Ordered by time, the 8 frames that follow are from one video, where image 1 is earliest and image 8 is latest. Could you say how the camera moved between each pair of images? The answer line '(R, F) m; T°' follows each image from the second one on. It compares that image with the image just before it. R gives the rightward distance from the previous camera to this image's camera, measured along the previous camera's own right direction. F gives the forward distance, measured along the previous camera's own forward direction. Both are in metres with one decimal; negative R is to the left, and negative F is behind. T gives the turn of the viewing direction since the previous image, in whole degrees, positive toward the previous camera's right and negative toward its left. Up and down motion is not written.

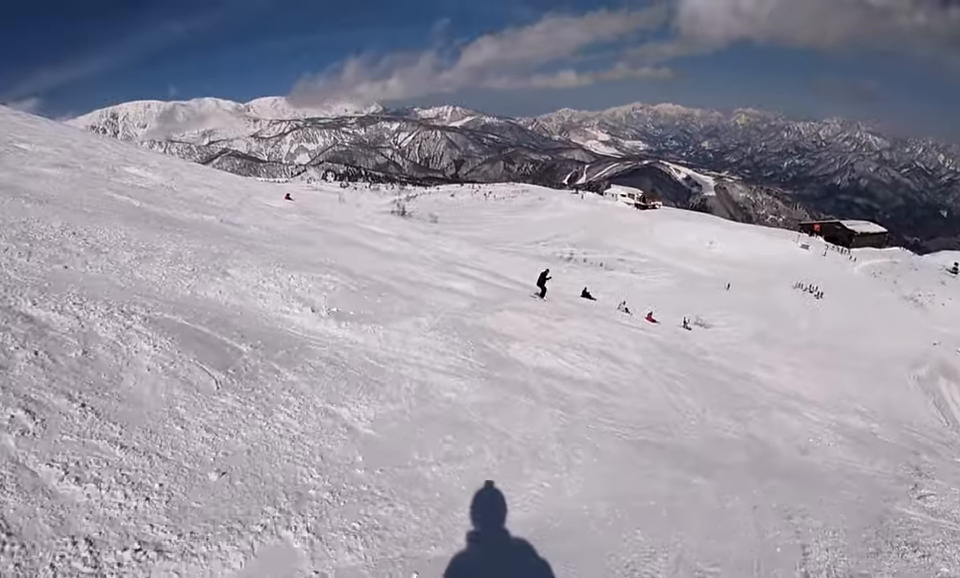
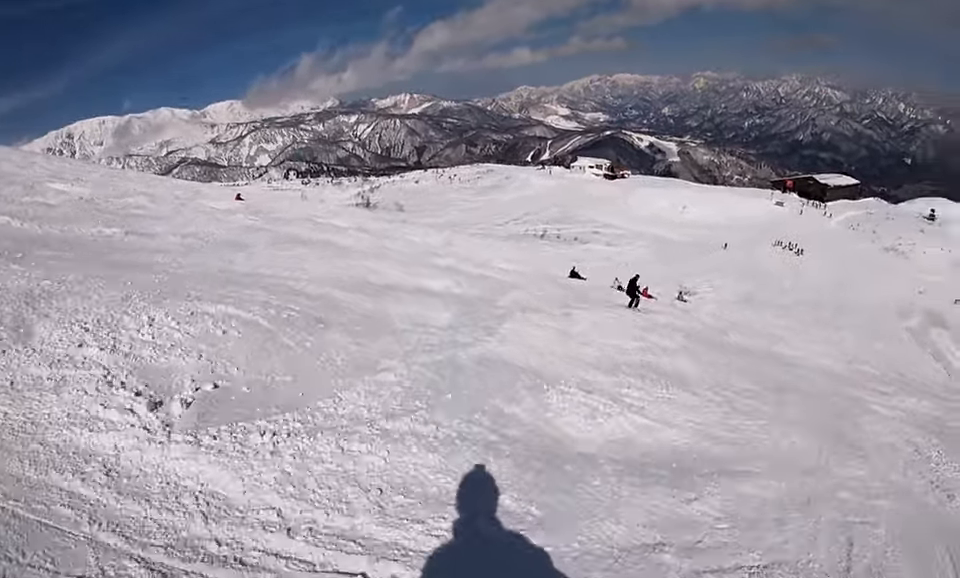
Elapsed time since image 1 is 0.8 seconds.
(+0.5, +3.0) m; +22°
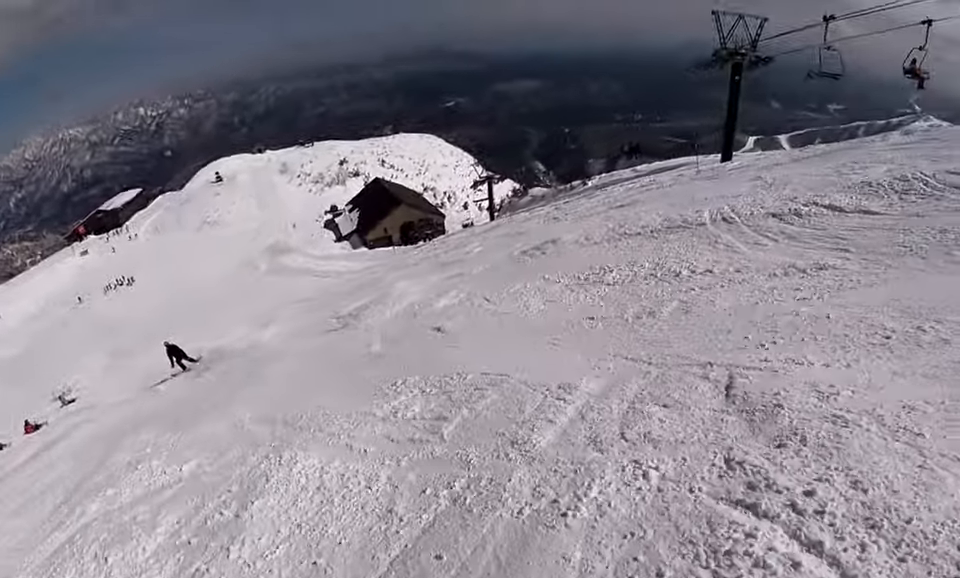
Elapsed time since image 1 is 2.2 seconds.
(+2.2, +5.2) m; +48°
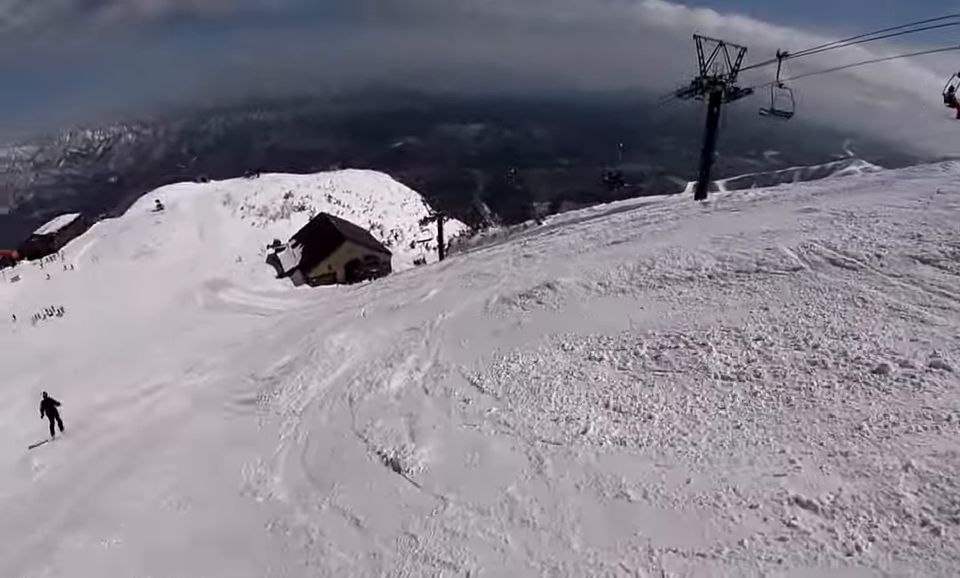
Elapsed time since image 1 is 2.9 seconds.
(+0.8, +3.3) m; -5°
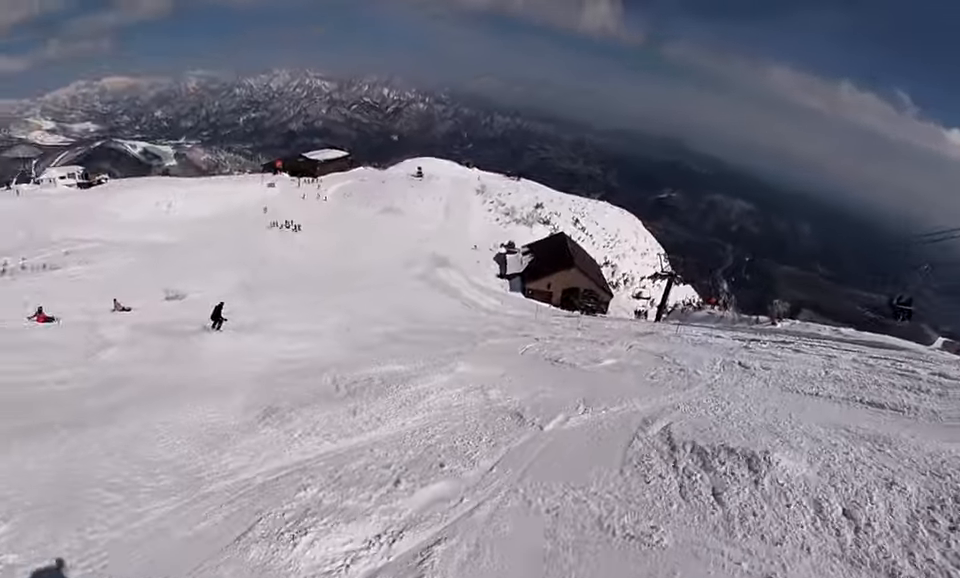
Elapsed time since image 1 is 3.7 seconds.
(-0.4, +3.1) m; -22°
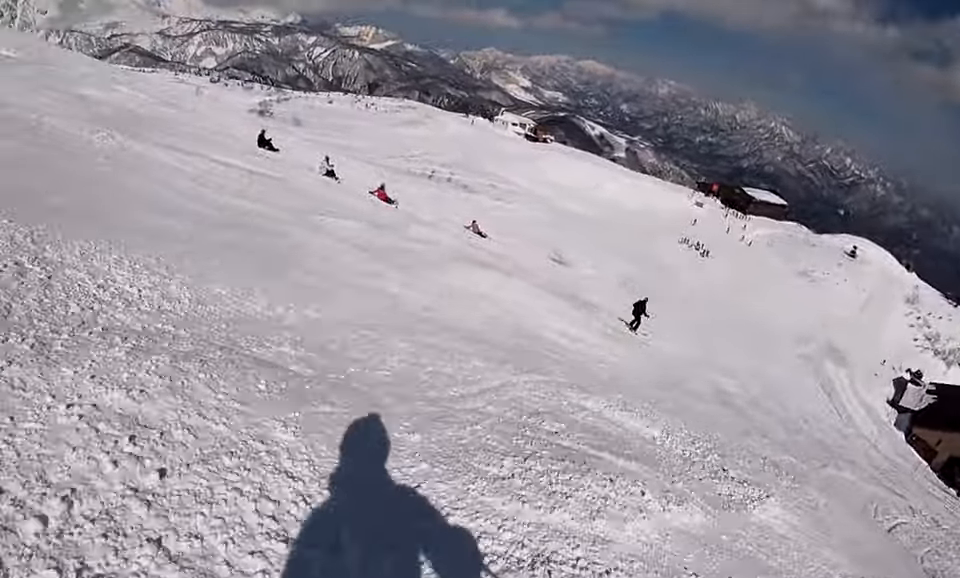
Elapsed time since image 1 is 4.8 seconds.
(-1.8, +4.3) m; -19°
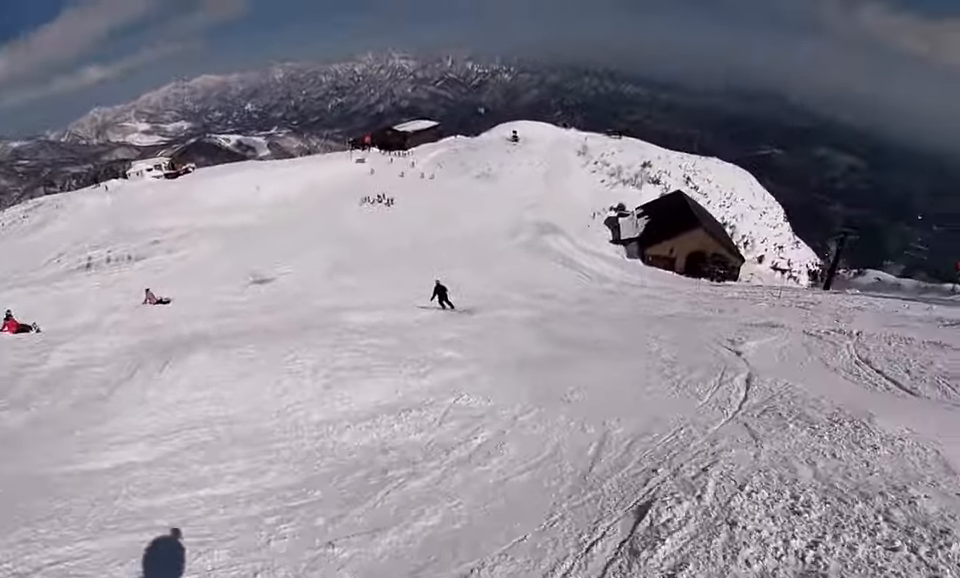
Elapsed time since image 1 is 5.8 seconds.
(+0.3, +4.2) m; +15°
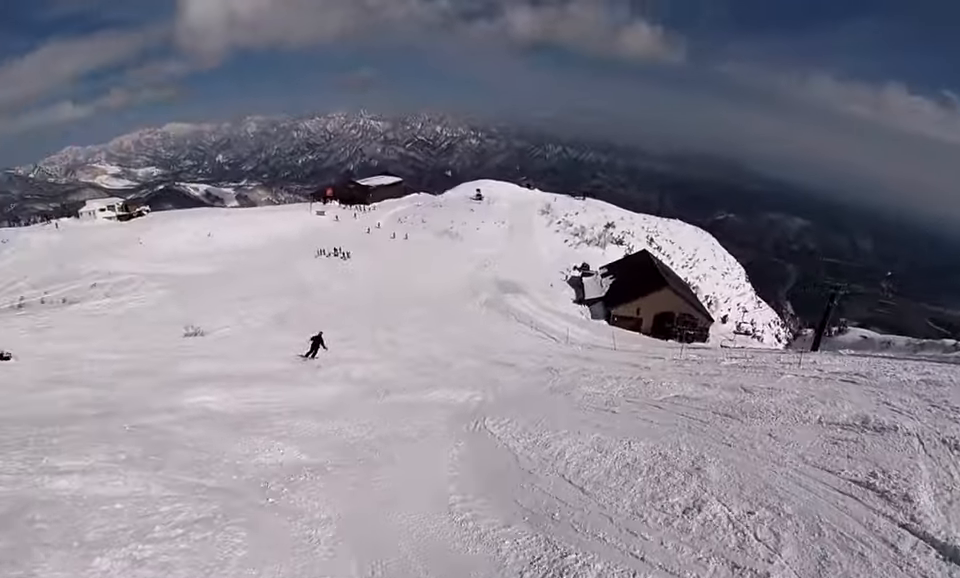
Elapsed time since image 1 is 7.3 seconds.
(+1.3, +6.3) m; -1°
